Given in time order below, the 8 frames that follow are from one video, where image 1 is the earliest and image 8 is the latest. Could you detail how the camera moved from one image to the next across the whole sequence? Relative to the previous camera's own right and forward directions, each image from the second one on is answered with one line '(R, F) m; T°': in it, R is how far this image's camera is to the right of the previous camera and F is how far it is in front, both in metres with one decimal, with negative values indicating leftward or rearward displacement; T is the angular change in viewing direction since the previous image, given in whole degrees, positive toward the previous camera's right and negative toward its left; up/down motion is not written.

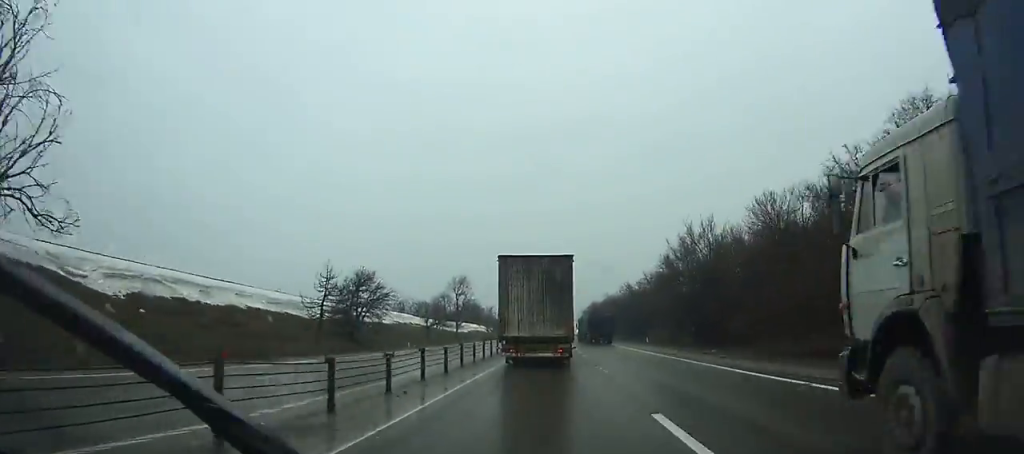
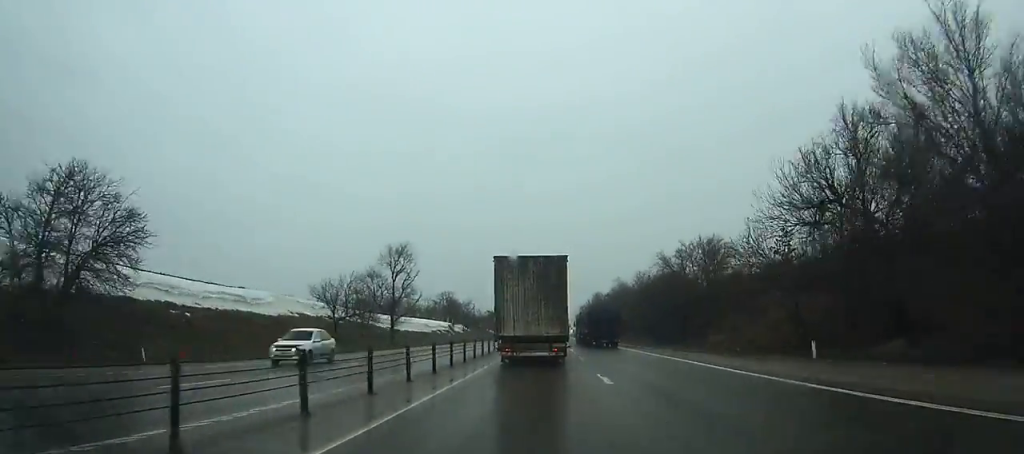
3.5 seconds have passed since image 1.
(-0.3, +40.9) m; 0°
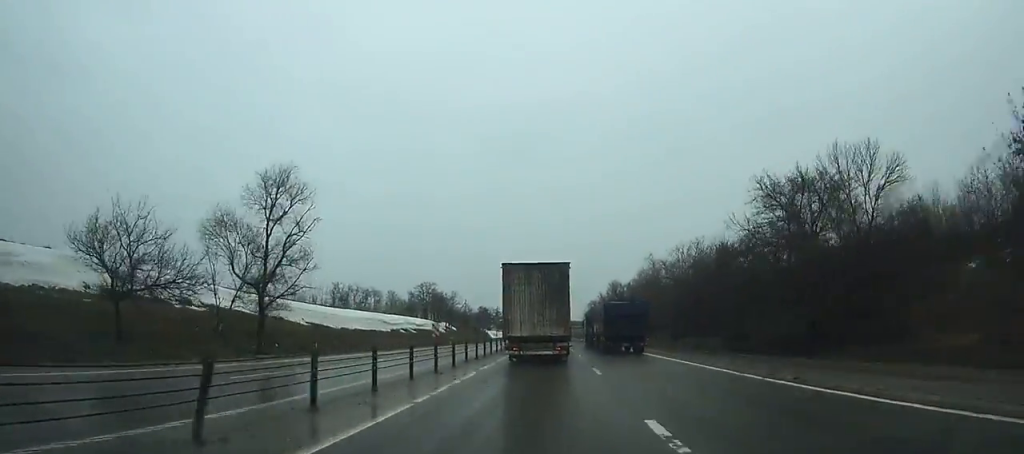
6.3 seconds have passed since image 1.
(+0.1, +33.5) m; 0°
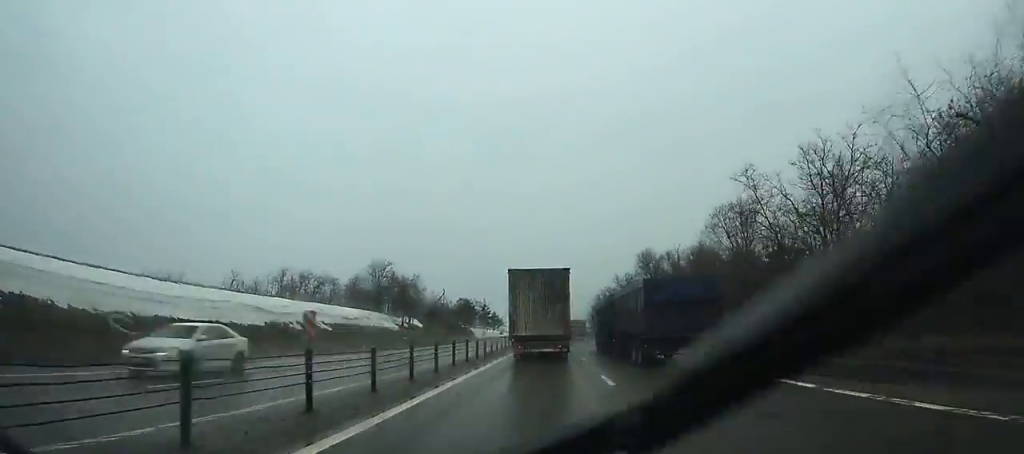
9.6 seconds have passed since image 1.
(-0.2, +41.1) m; 0°
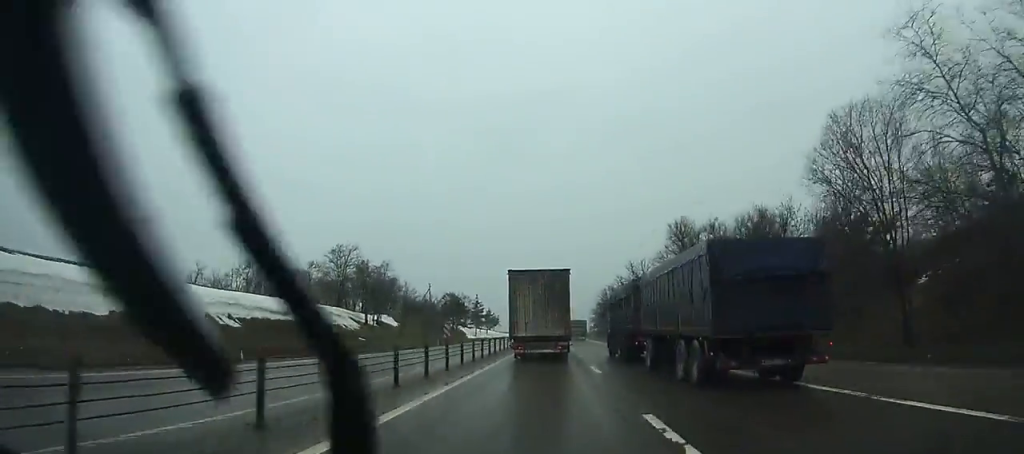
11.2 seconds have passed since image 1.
(+0.1, +20.8) m; 0°
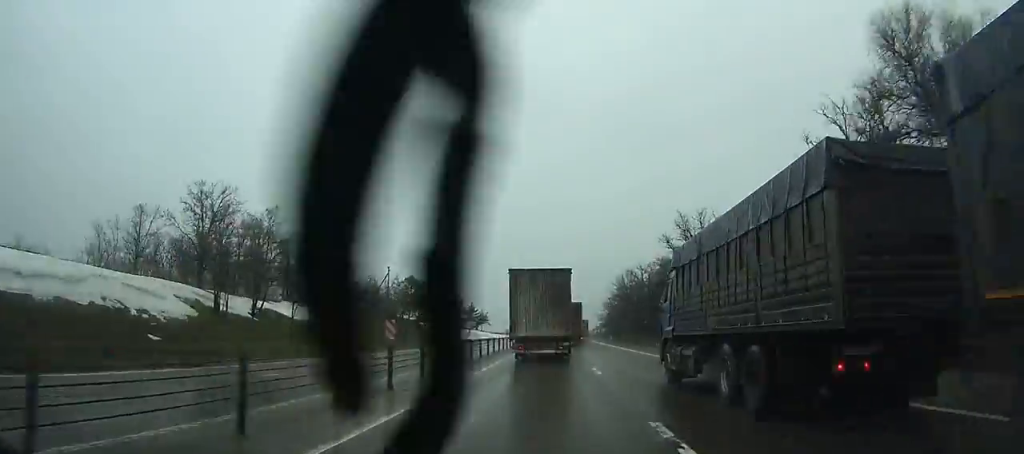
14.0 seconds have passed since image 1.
(+0.1, +37.5) m; 0°
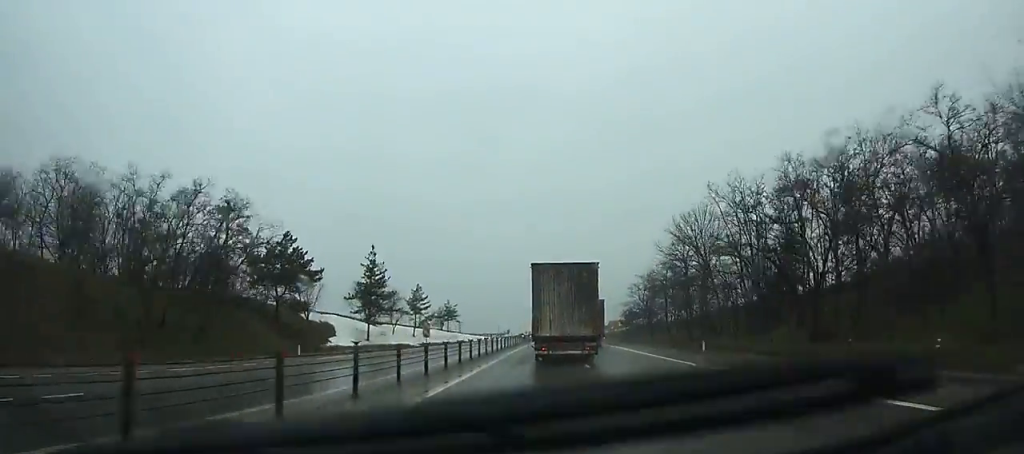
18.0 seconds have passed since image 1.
(+0.2, +56.1) m; 0°
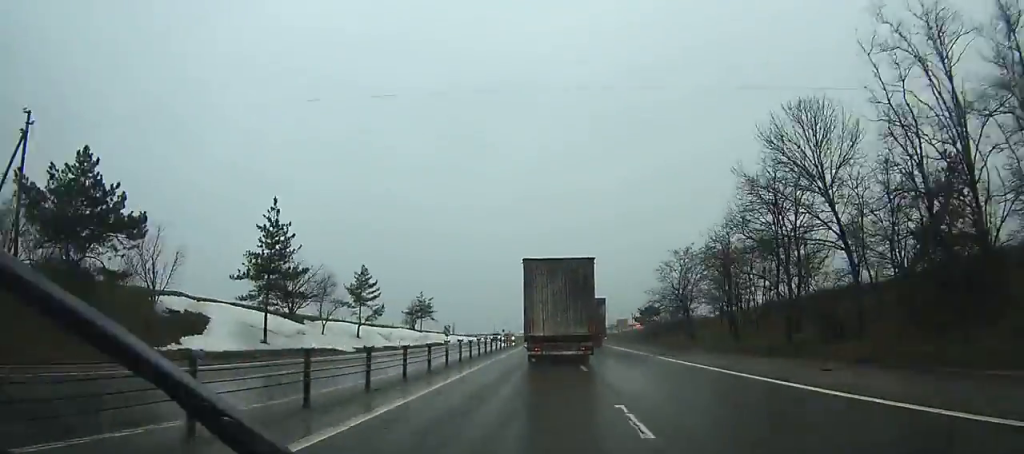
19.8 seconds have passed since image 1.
(-0.1, +26.1) m; 0°
